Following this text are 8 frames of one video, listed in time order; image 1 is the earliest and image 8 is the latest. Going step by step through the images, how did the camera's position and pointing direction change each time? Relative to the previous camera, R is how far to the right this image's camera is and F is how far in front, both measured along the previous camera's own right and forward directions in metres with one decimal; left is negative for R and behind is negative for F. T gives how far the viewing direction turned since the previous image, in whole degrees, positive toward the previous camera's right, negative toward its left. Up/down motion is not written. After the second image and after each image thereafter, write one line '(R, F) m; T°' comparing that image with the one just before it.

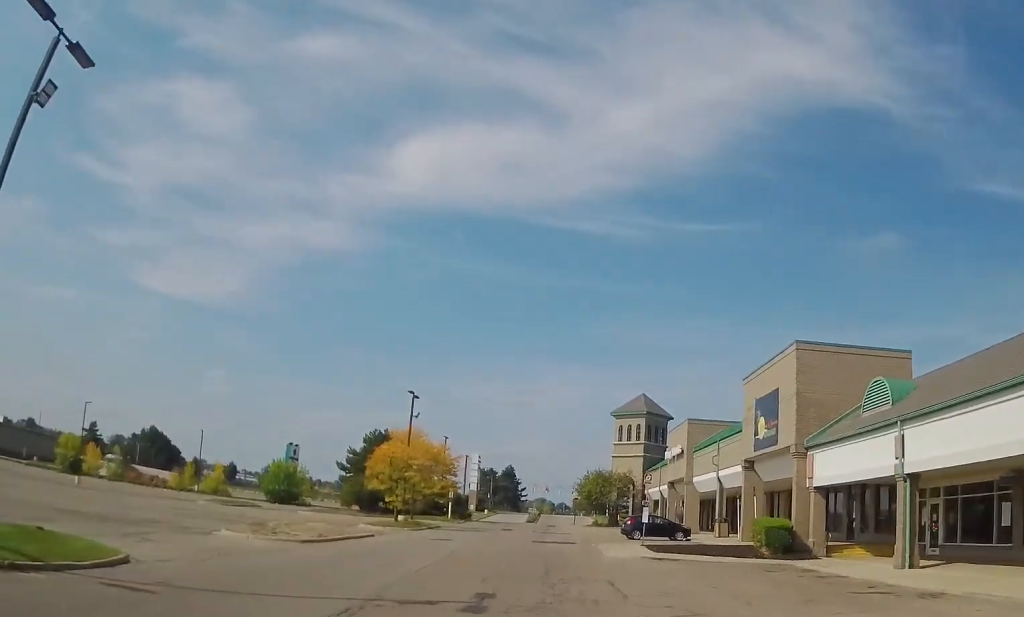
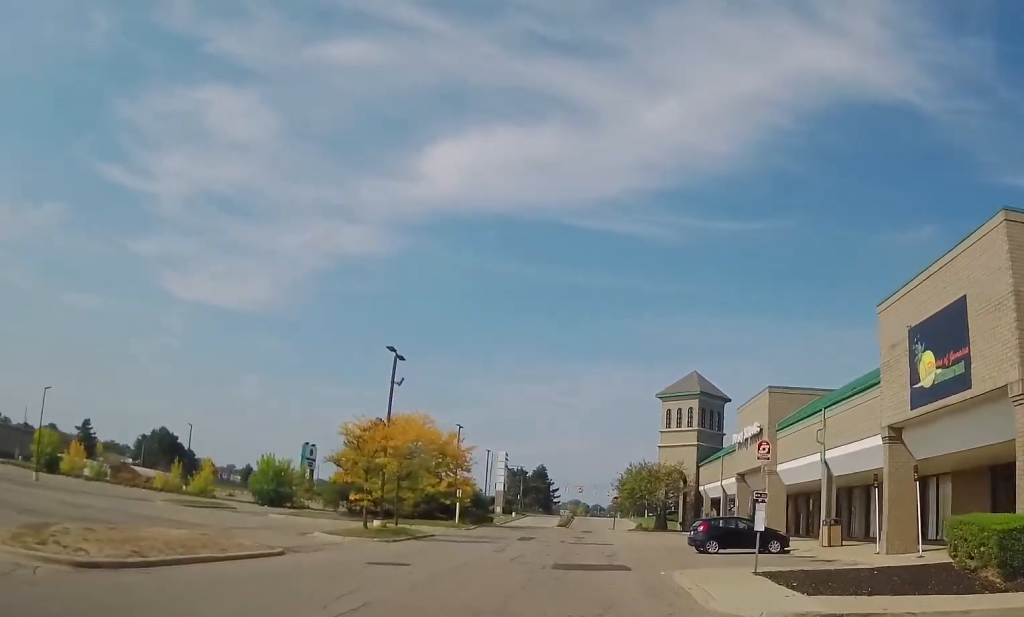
(-1.2, +12.6) m; -10°
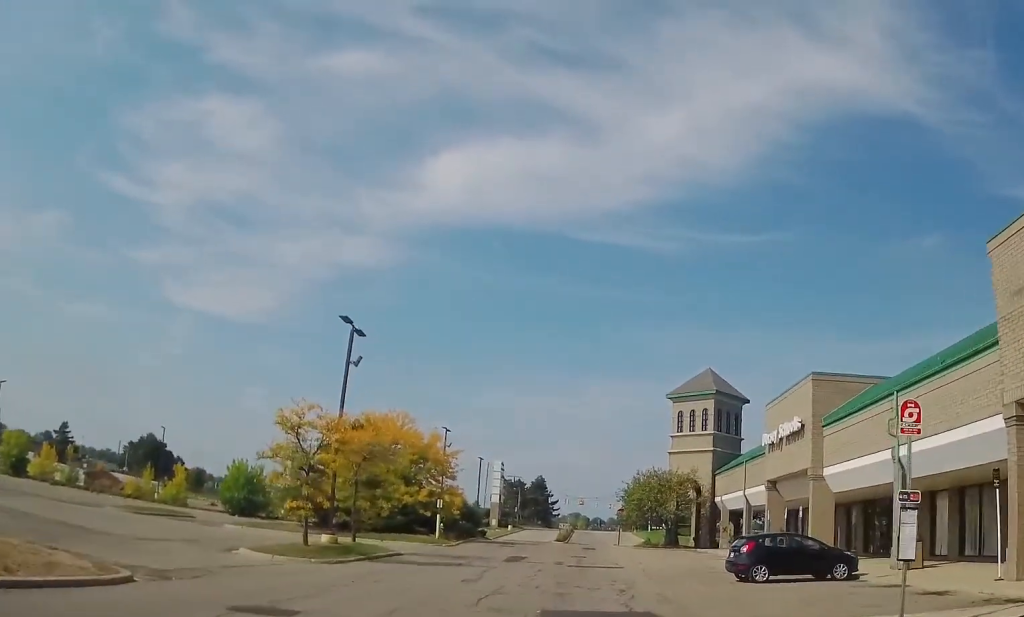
(-0.4, +7.0) m; 0°
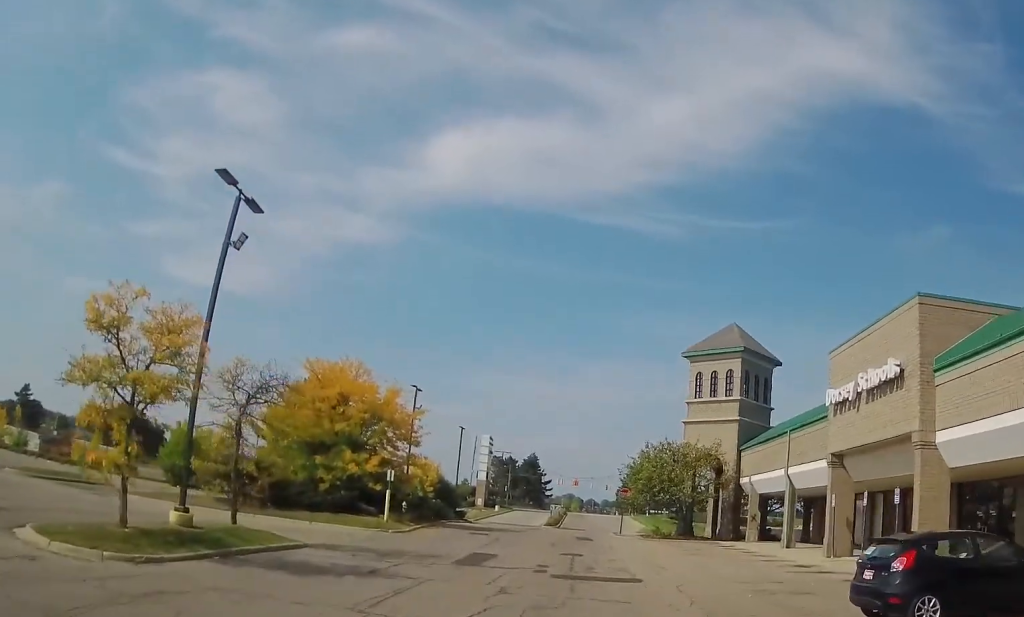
(+0.7, +10.4) m; +4°
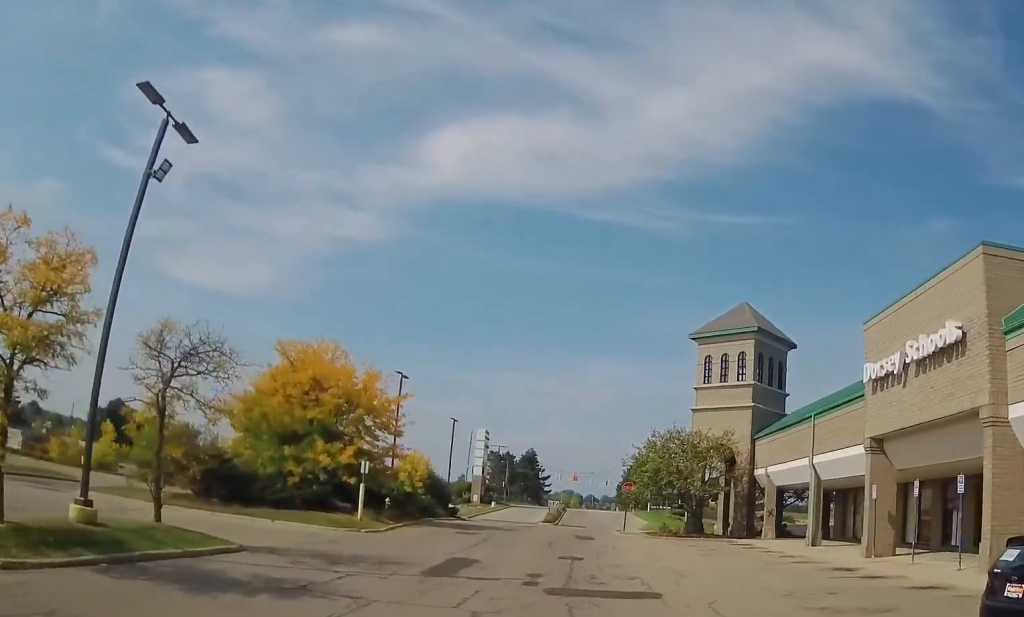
(0.0, +3.9) m; 0°
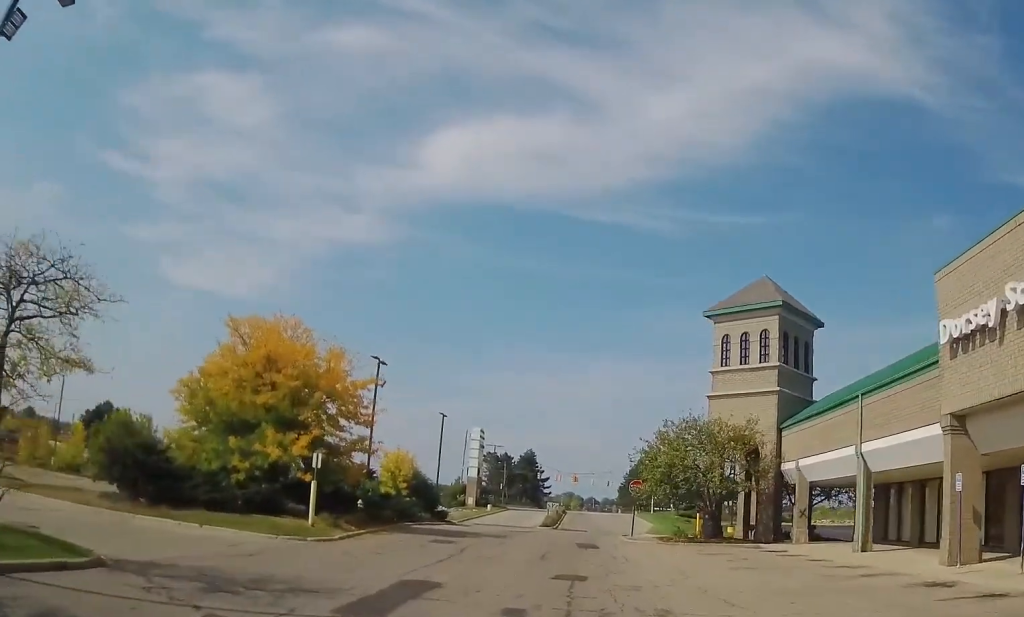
(0.0, +5.4) m; 0°
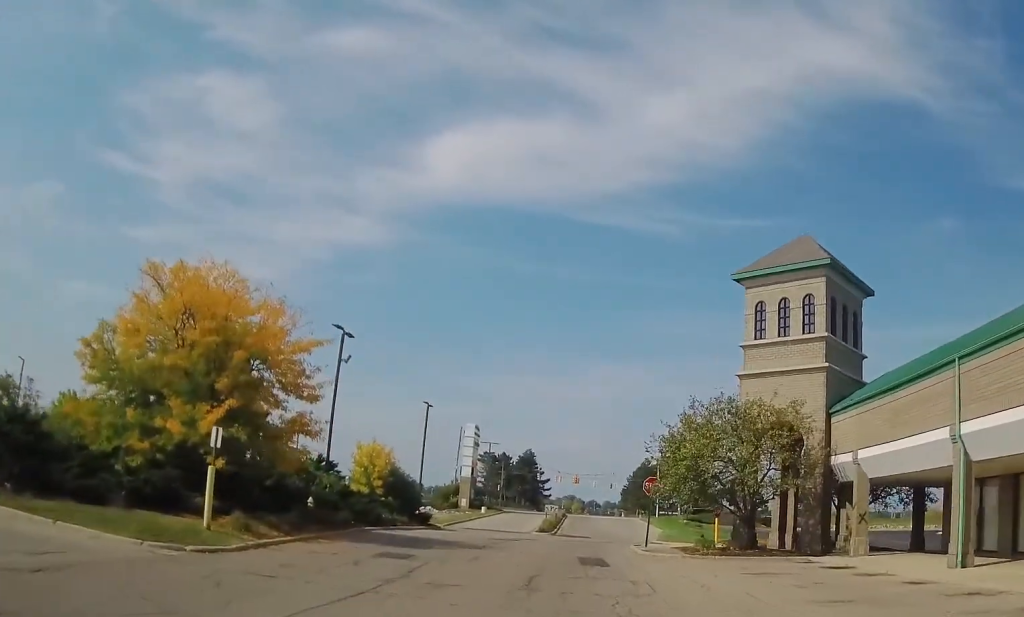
(0.0, +6.9) m; -3°
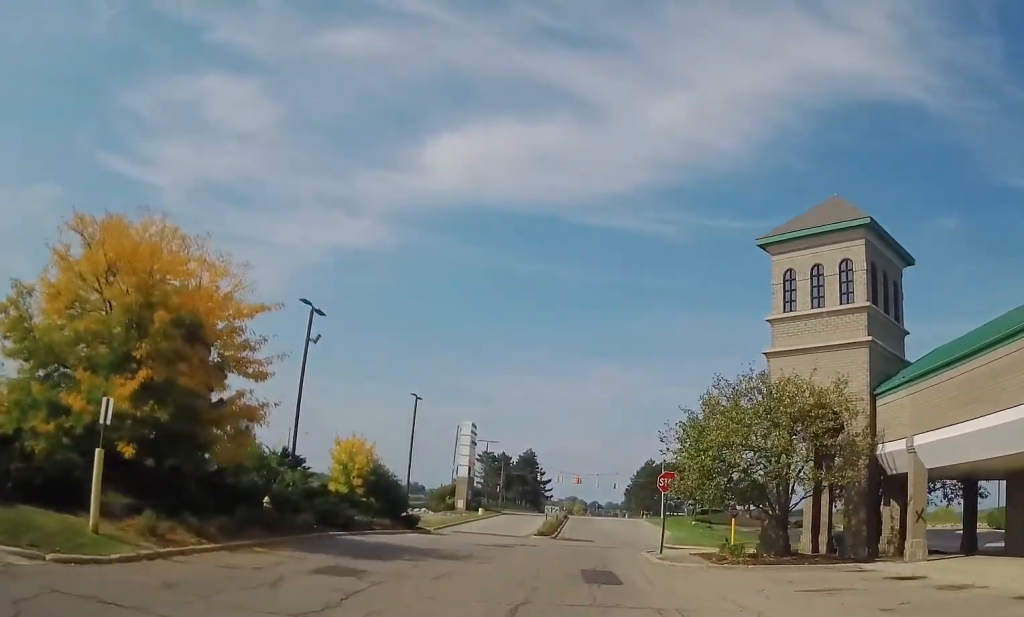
(-0.2, +4.4) m; -1°
